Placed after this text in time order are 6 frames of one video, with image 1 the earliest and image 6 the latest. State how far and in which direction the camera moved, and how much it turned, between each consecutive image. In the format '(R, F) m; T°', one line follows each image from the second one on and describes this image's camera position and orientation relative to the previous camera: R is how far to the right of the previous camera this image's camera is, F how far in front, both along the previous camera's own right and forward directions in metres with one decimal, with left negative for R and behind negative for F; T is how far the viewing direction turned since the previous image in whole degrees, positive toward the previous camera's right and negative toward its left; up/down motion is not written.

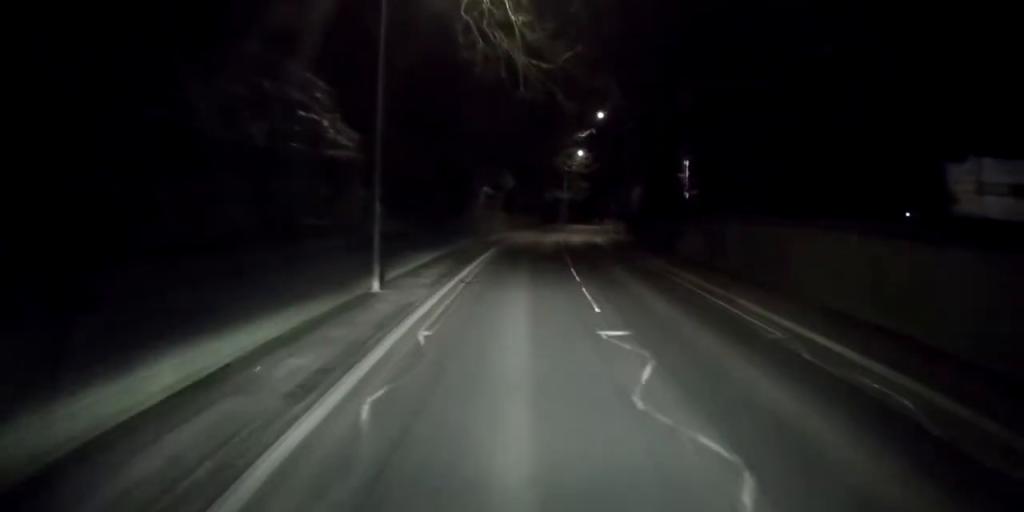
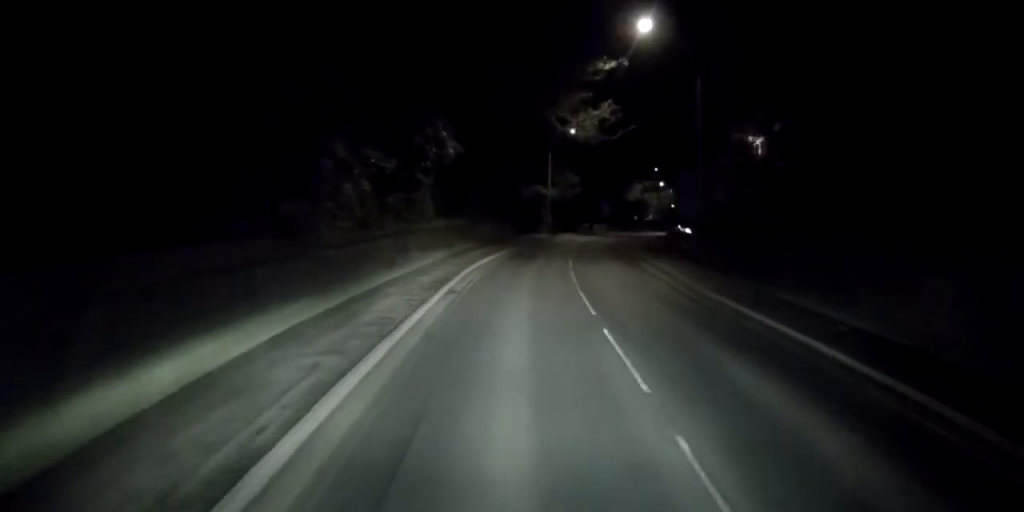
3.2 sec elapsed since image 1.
(-1.6, +29.2) m; -2°
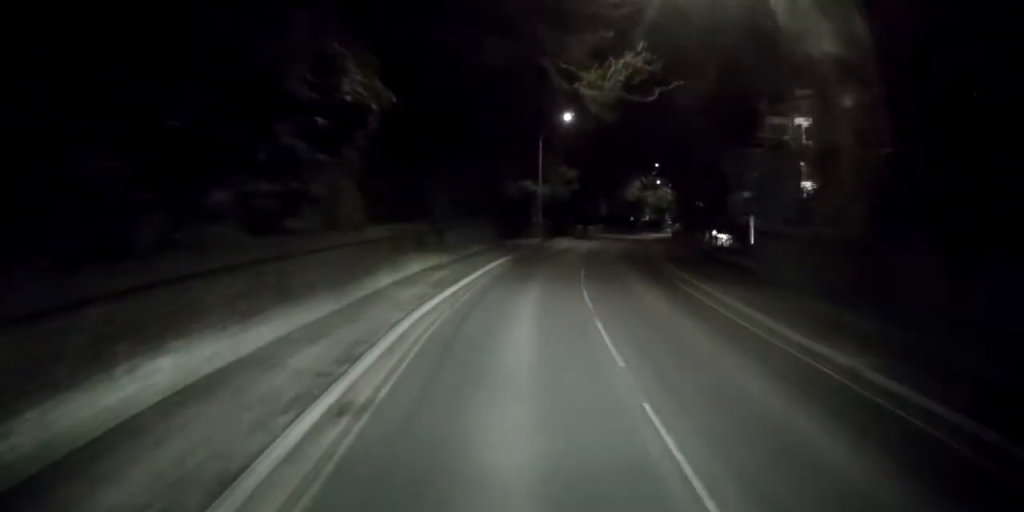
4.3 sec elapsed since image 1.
(+0.4, +10.6) m; +2°
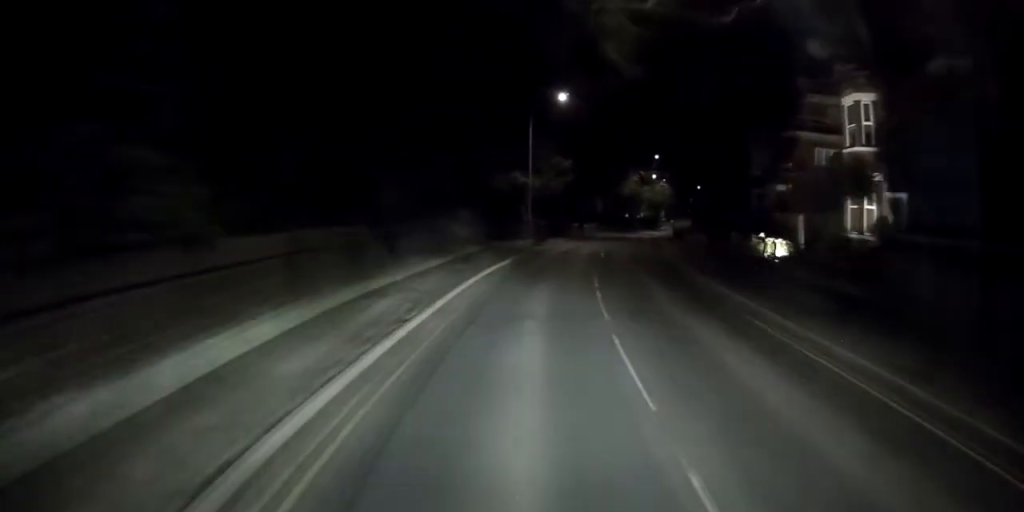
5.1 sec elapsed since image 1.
(0.0, +8.2) m; +2°
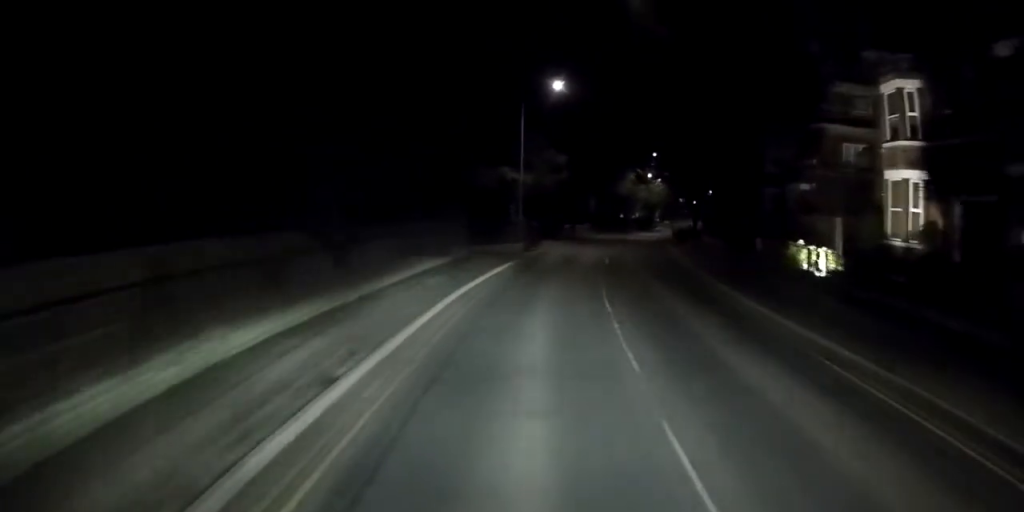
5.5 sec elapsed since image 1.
(0.0, +4.6) m; +1°
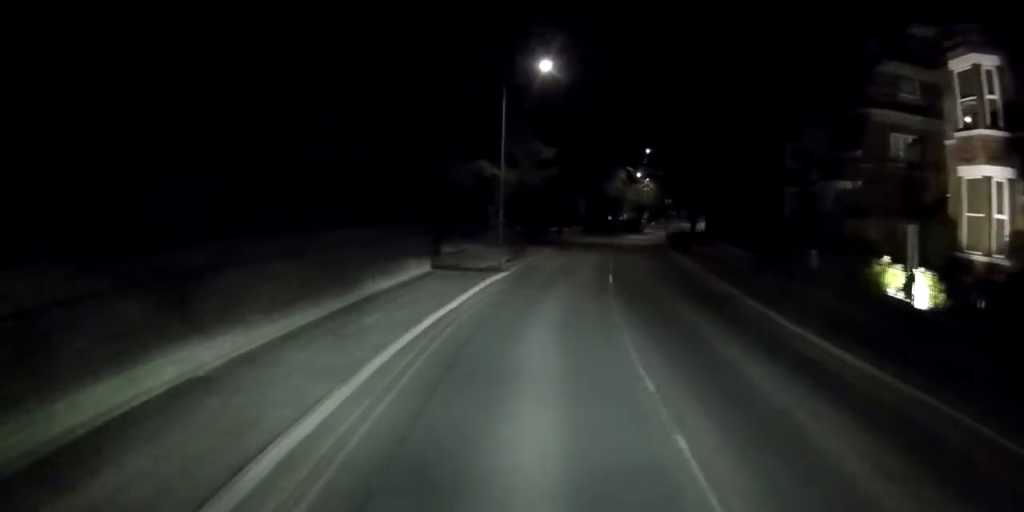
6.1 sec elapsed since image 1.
(+0.2, +6.5) m; +1°
